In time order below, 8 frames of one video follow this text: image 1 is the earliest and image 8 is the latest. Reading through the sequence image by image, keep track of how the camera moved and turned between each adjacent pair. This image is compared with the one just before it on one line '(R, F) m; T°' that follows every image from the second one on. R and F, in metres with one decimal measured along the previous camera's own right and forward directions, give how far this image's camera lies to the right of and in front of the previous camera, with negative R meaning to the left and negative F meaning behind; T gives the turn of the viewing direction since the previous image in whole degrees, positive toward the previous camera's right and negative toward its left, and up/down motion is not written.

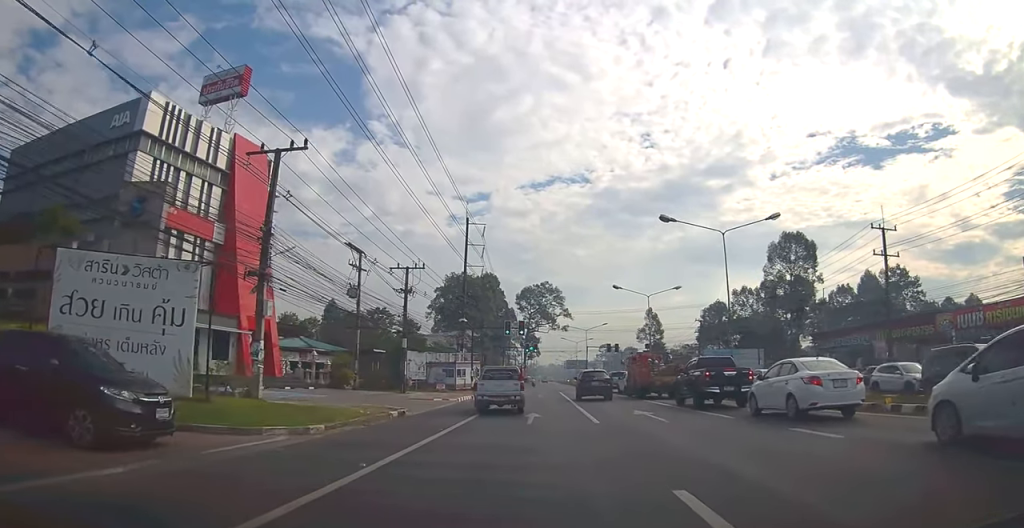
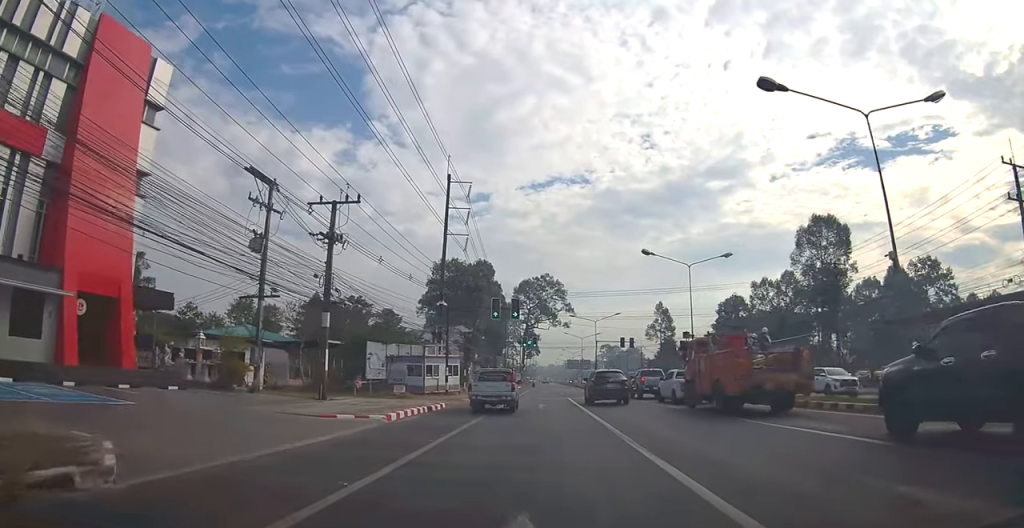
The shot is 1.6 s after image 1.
(+0.4, +14.6) m; 0°
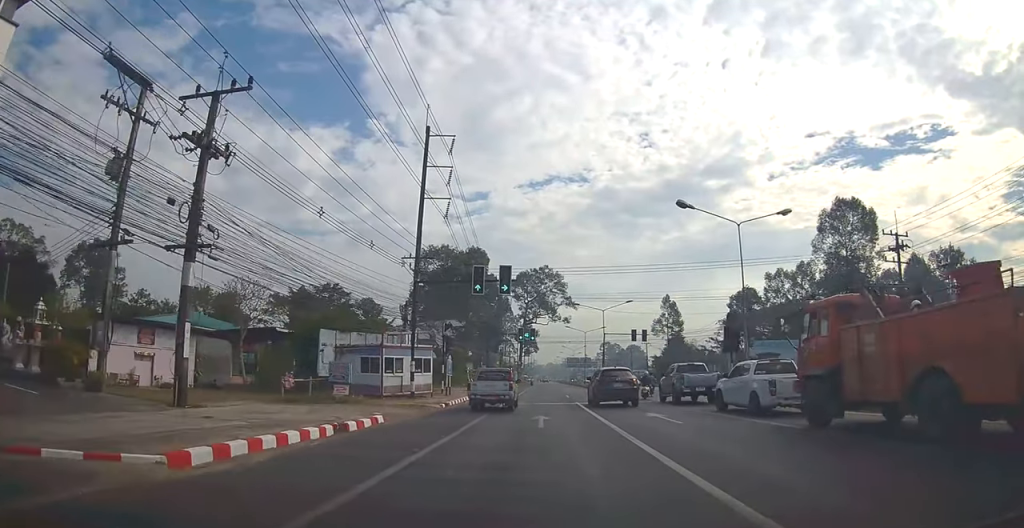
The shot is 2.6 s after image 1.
(-0.2, +10.1) m; 0°
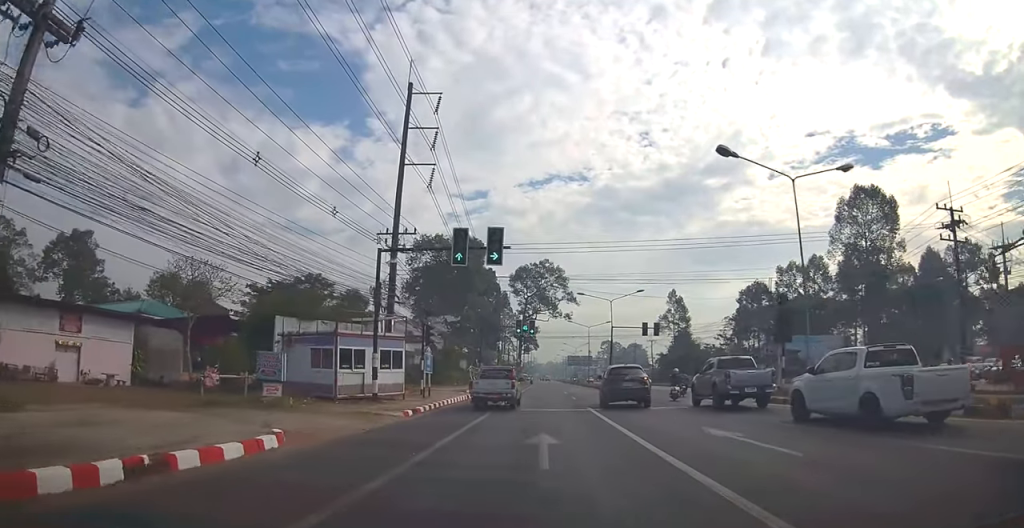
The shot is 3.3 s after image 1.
(0.0, +6.7) m; 0°
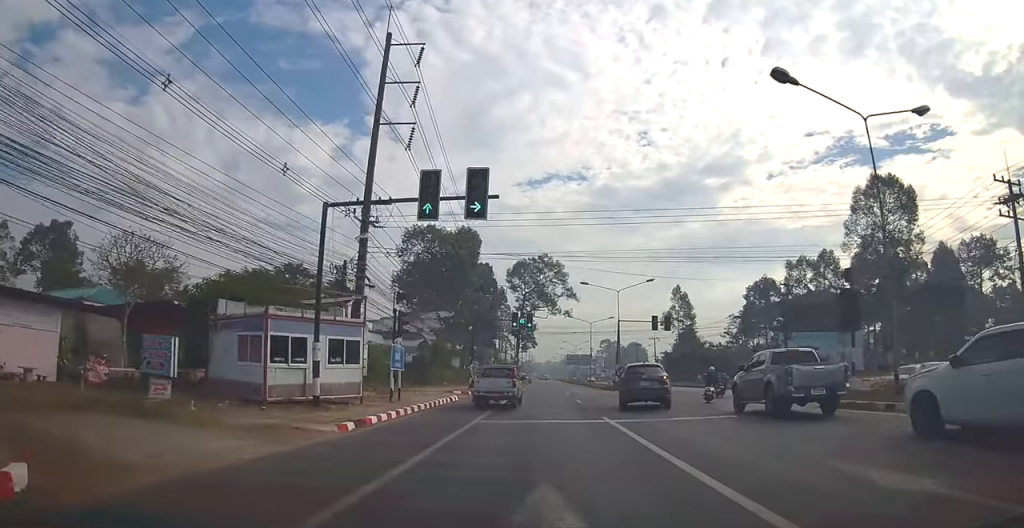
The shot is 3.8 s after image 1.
(+0.3, +5.9) m; -1°
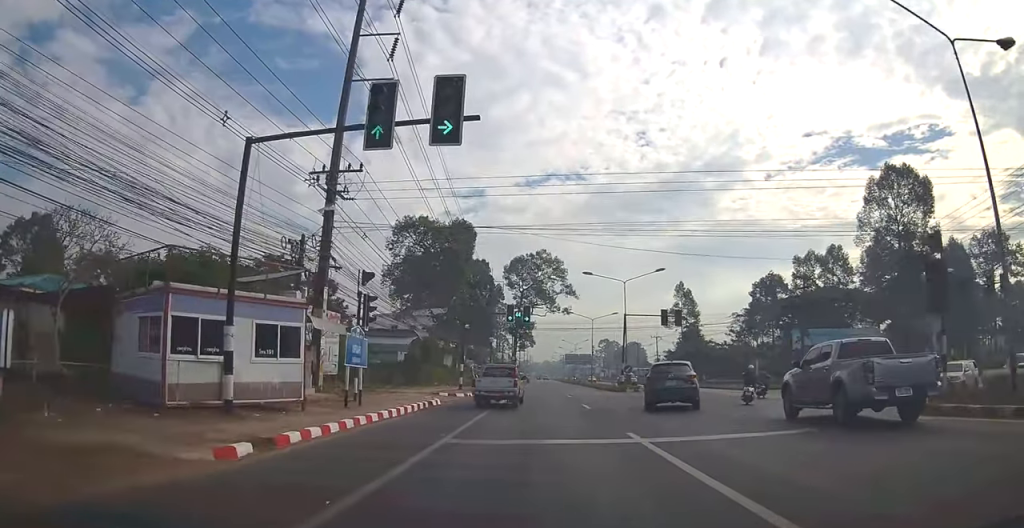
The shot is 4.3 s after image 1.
(-0.2, +4.9) m; -1°
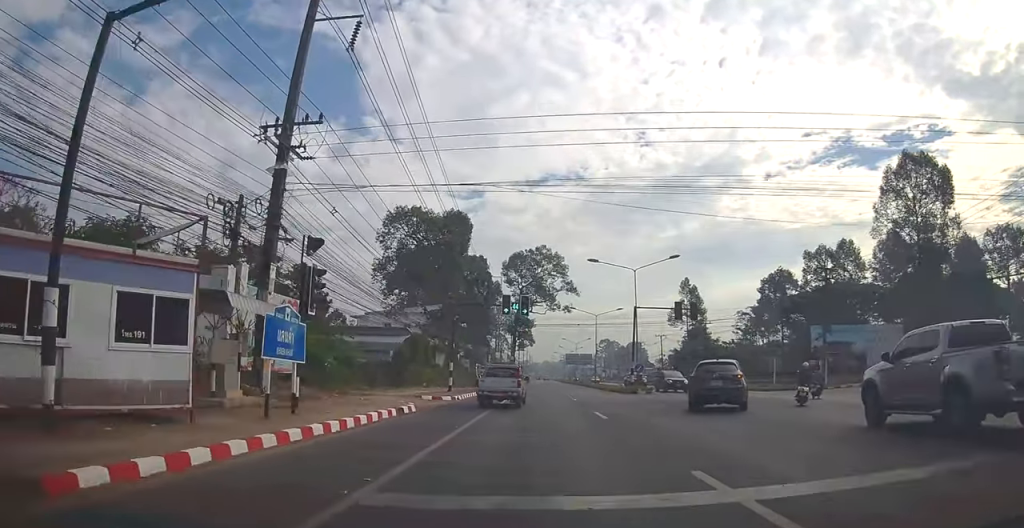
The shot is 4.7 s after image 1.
(-0.2, +5.1) m; -1°
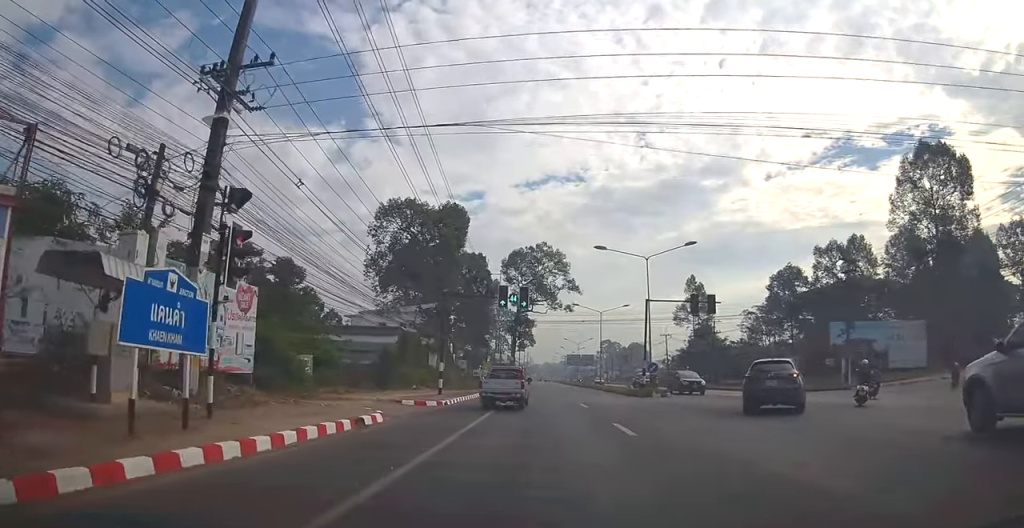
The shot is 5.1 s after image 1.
(0.0, +4.4) m; 0°
